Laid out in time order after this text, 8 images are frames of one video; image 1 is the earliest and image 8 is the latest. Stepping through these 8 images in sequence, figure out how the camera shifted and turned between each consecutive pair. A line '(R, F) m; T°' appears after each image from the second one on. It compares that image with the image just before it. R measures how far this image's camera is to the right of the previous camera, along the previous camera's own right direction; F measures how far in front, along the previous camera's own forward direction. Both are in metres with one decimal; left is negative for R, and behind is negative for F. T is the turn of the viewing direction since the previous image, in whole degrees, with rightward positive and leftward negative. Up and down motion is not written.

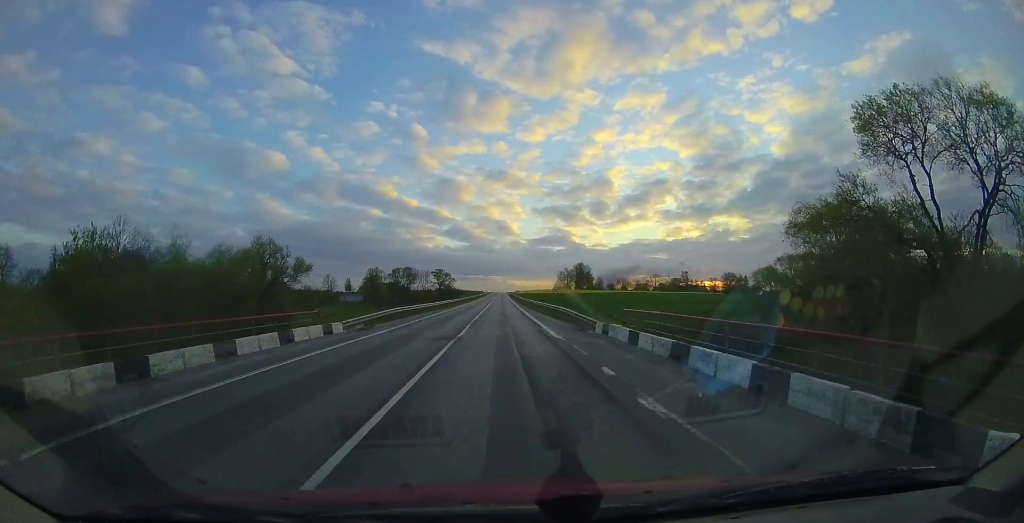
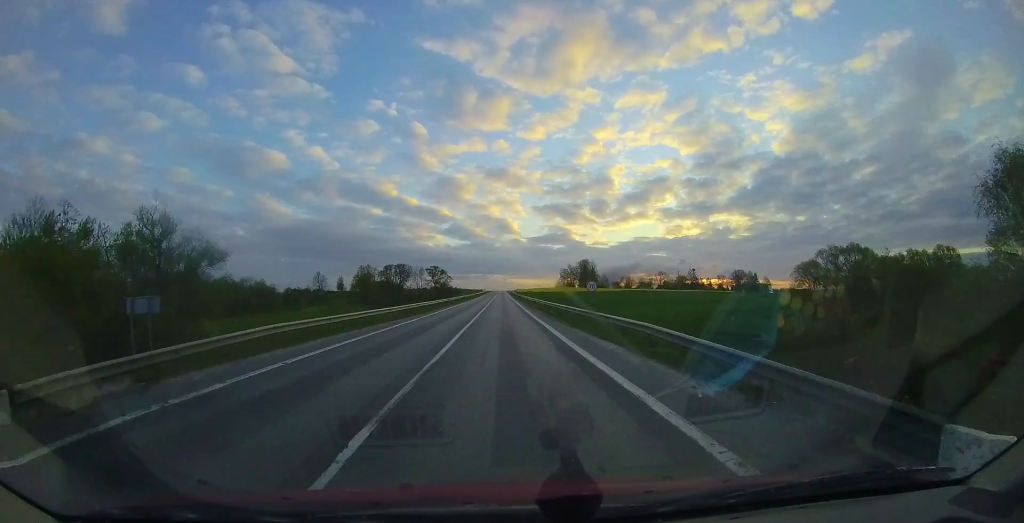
(-0.1, +13.3) m; -1°
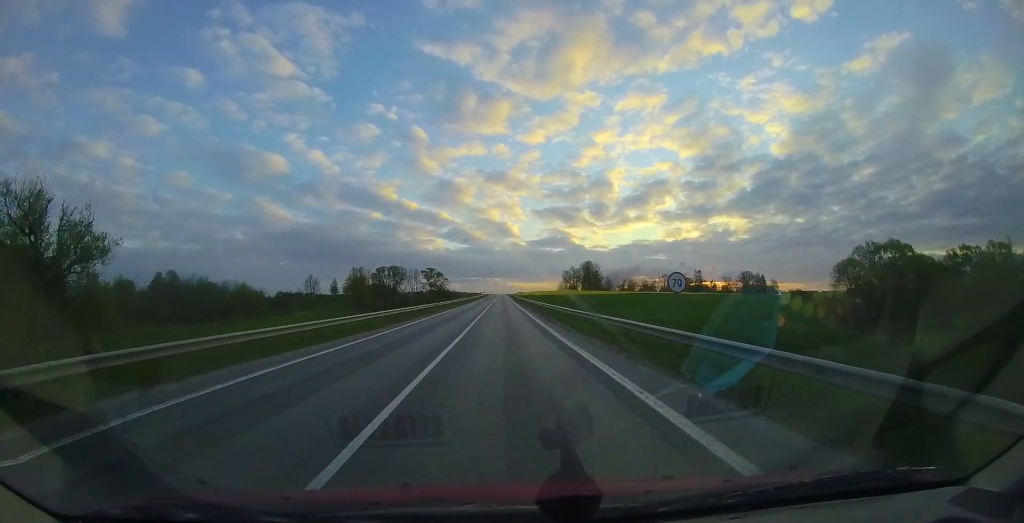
(+0.1, +10.6) m; -1°
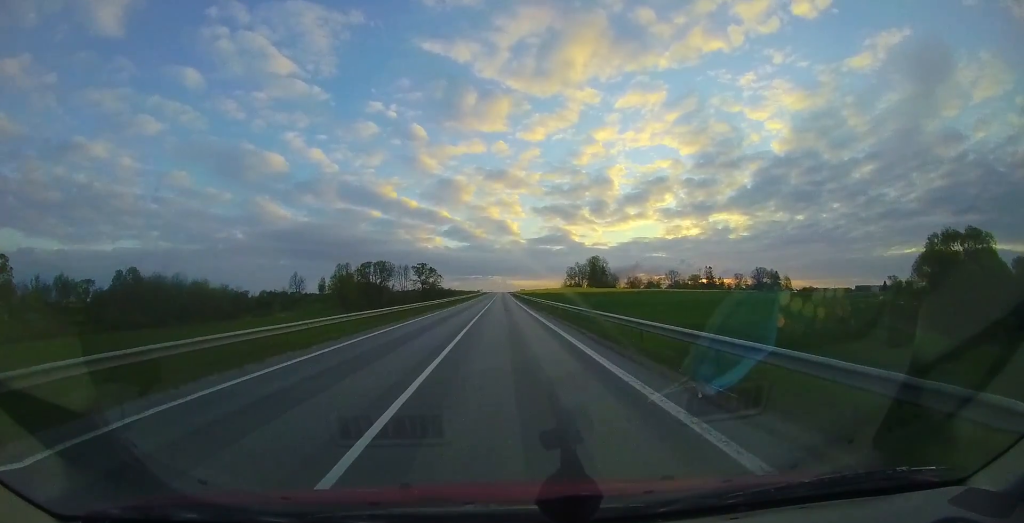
(-0.4, +16.7) m; -1°
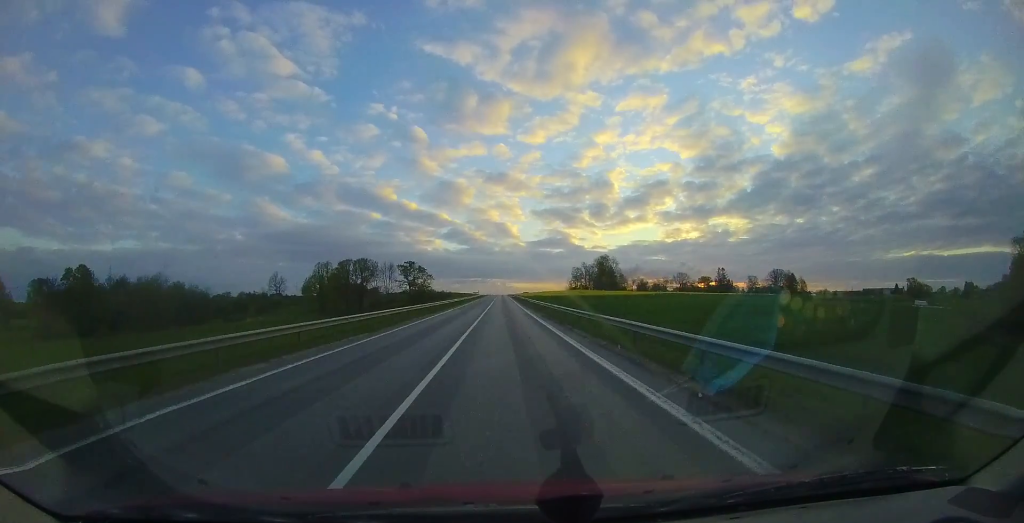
(0.0, +19.8) m; 0°
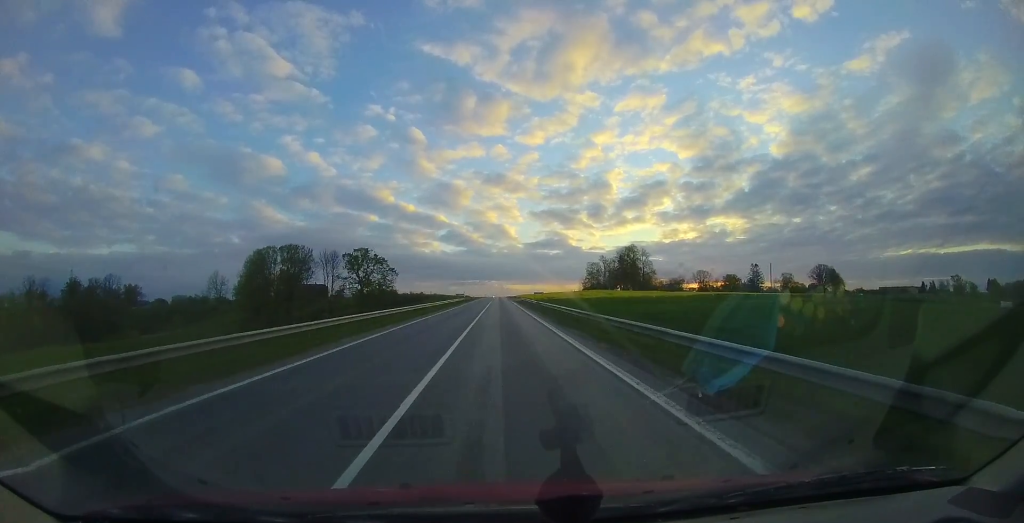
(+0.4, +42.7) m; +1°
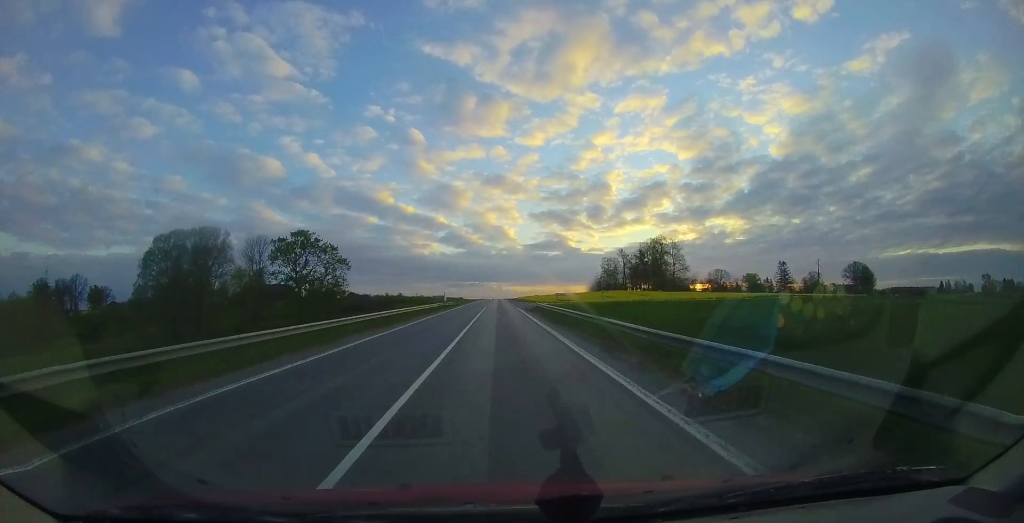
(-0.2, +28.0) m; 0°
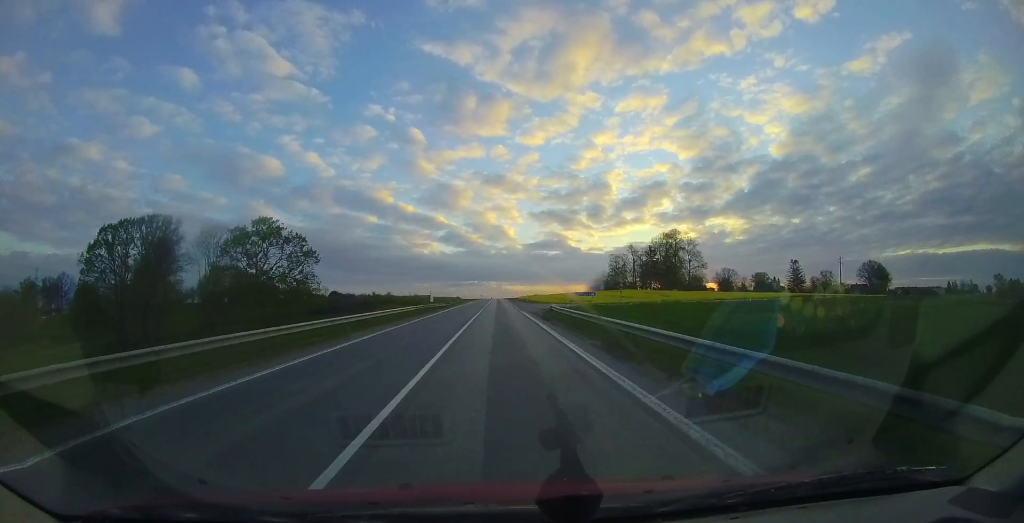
(-0.2, +10.8) m; 0°
